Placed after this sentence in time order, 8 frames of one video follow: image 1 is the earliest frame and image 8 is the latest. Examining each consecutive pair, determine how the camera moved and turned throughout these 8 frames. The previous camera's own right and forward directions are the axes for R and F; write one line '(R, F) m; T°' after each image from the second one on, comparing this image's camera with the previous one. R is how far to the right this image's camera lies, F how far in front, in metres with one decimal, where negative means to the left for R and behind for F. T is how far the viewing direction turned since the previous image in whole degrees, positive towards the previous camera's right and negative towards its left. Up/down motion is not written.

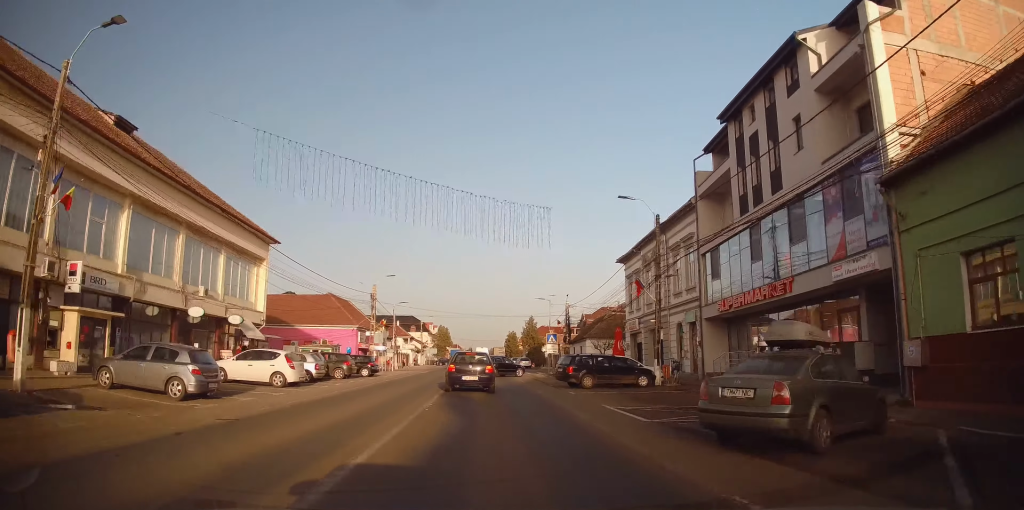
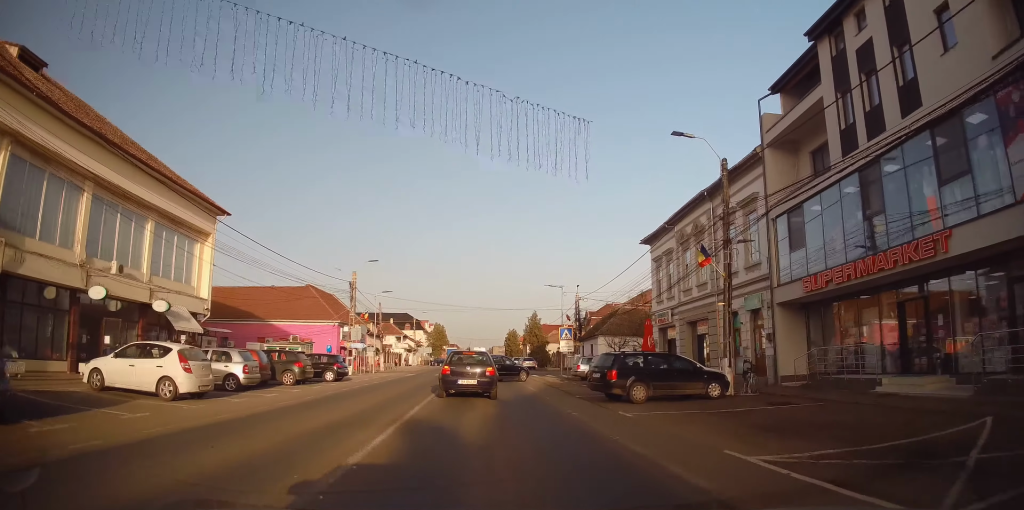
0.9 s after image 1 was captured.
(0.0, +9.0) m; 0°
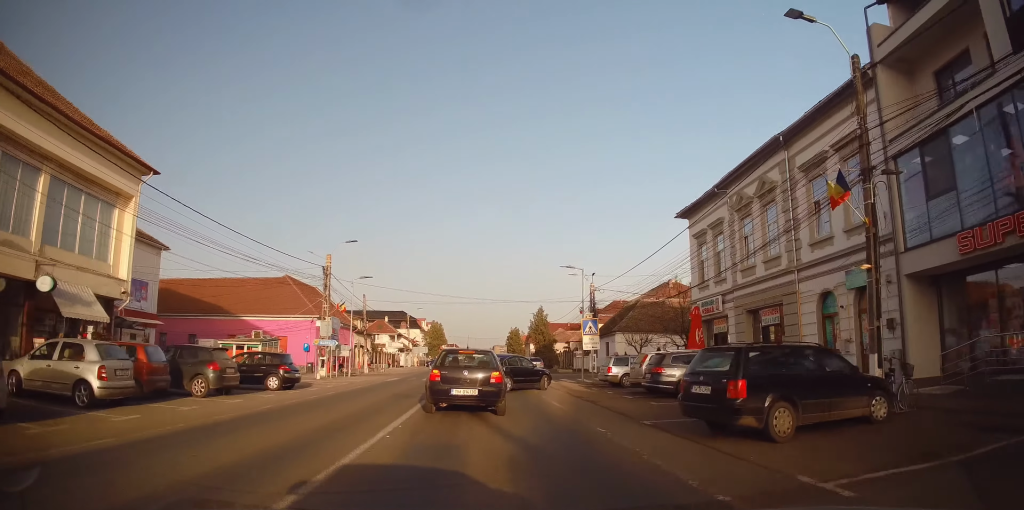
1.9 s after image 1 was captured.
(0.0, +8.9) m; 0°
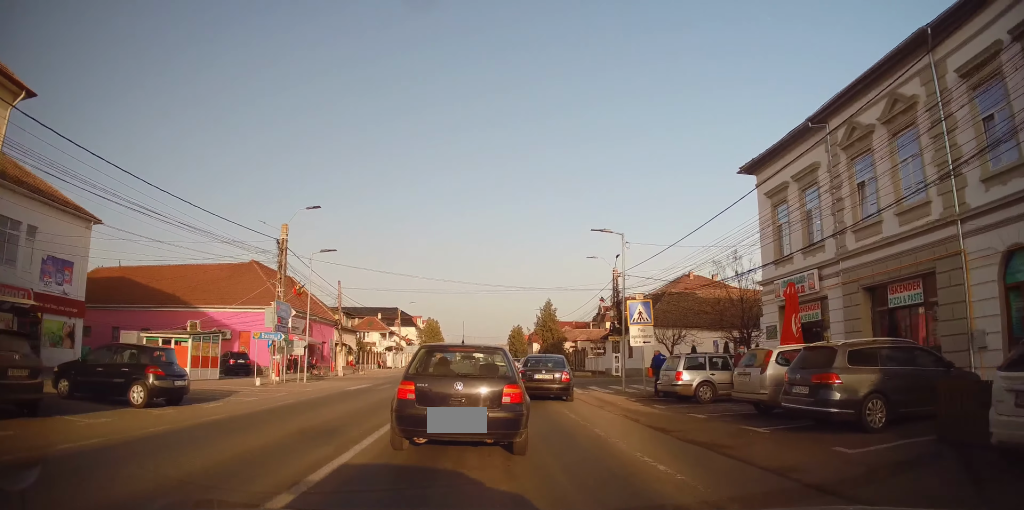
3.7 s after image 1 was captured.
(+0.3, +11.3) m; 0°
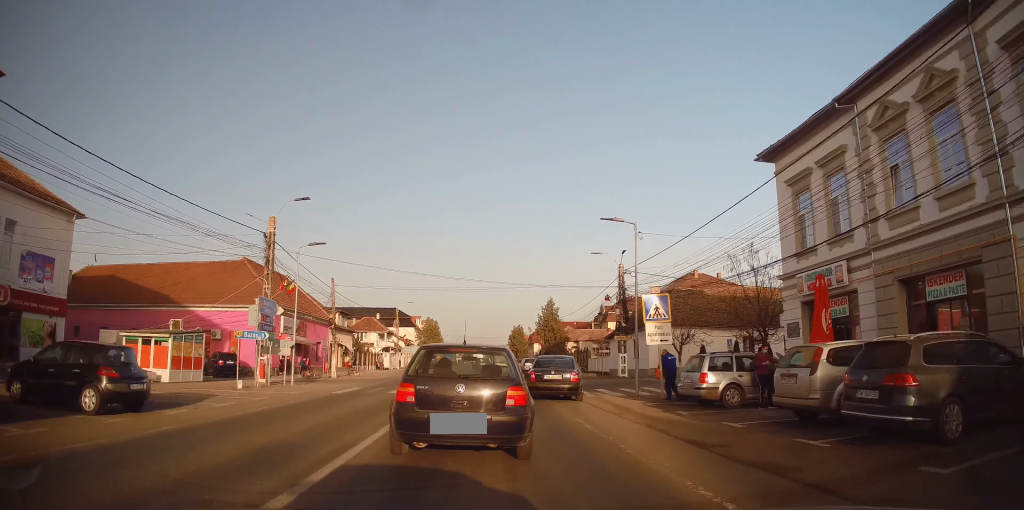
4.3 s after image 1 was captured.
(-0.1, +2.3) m; -3°
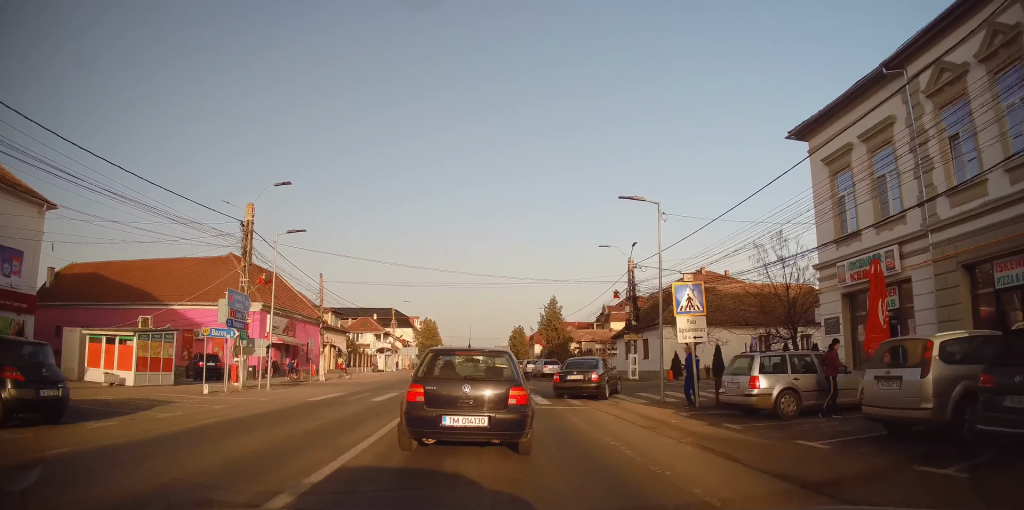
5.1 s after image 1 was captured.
(-0.1, +3.3) m; -2°
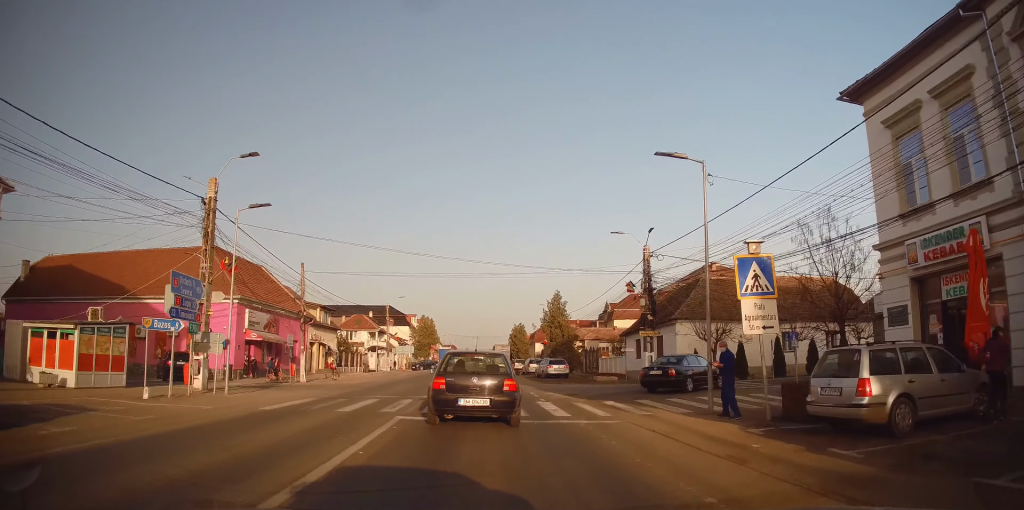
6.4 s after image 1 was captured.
(0.0, +4.0) m; 0°
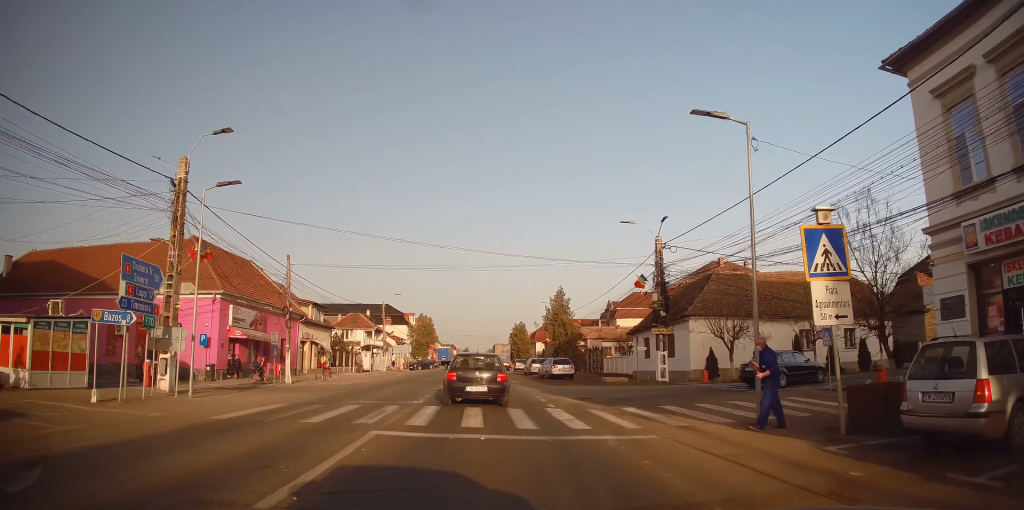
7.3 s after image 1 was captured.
(0.0, +2.6) m; -2°
